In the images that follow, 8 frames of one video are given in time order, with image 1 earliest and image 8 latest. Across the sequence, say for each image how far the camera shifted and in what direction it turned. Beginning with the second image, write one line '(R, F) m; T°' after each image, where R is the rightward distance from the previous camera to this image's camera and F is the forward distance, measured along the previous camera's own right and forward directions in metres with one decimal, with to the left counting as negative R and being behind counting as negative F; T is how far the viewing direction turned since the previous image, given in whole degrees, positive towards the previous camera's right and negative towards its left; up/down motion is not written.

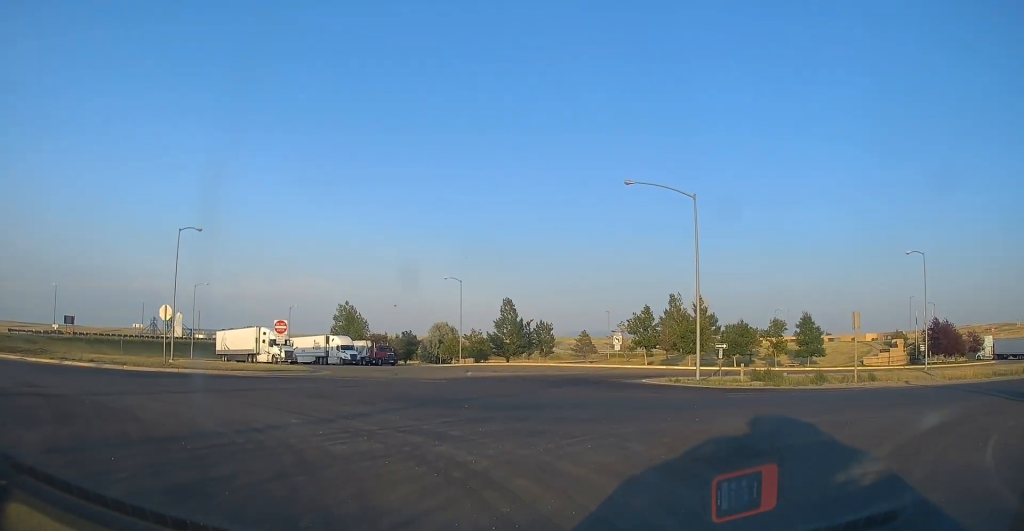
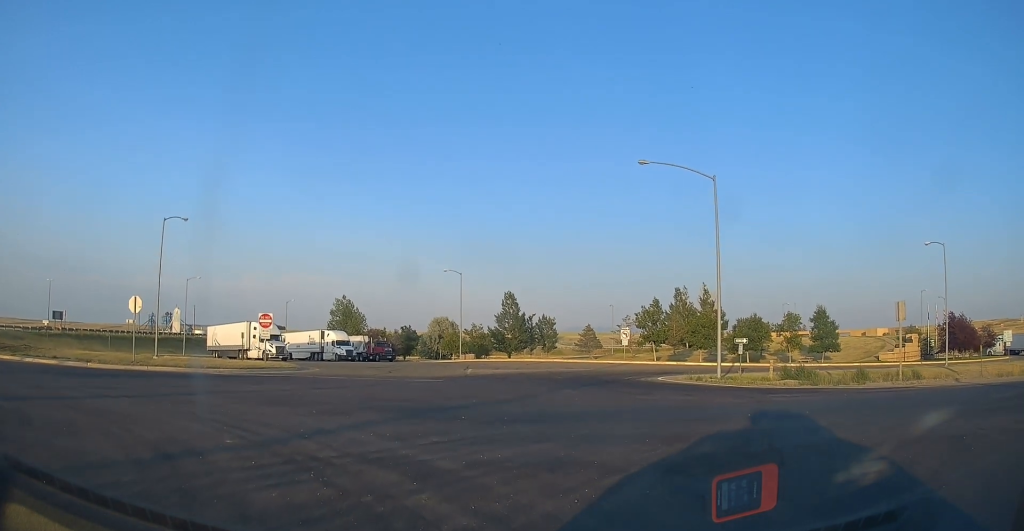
(0.0, +3.5) m; 0°
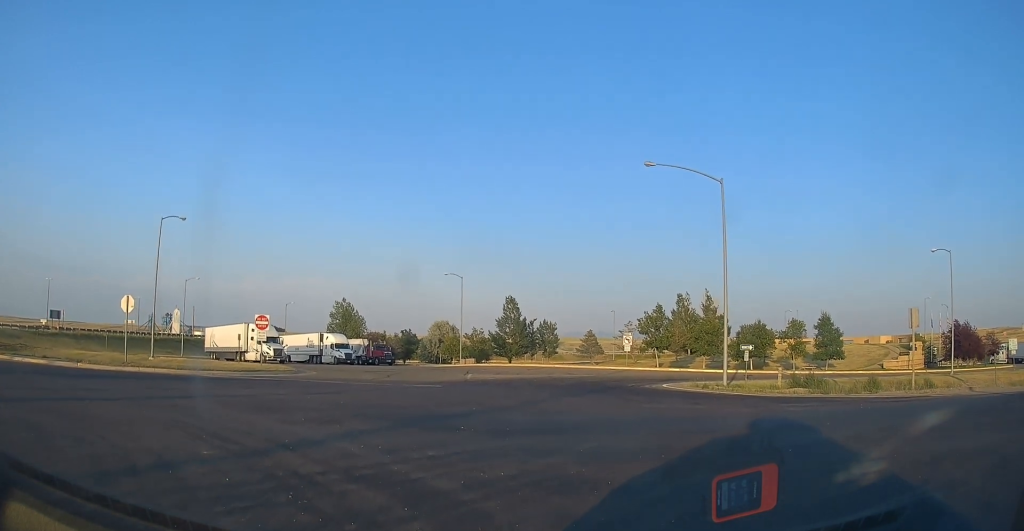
(0.0, +0.9) m; 0°
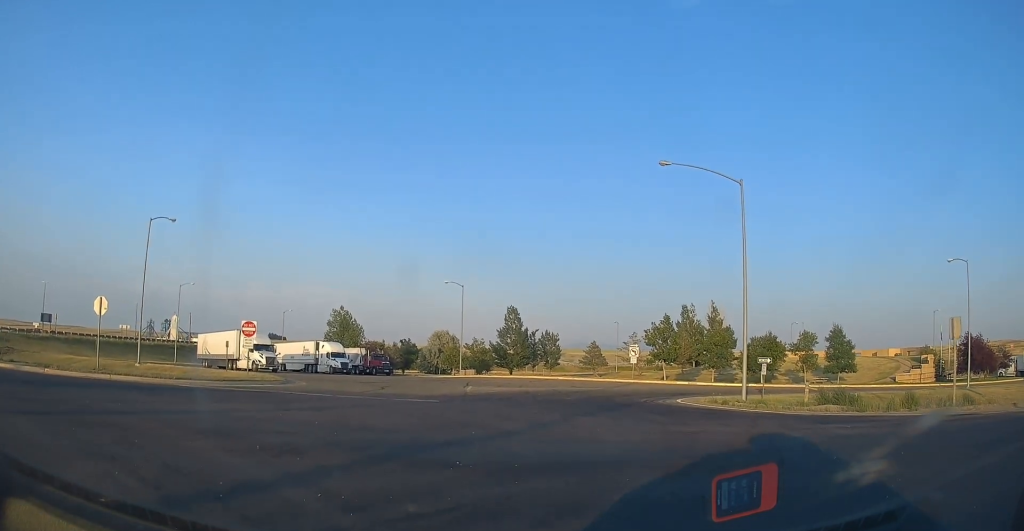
(0.0, +2.3) m; 0°
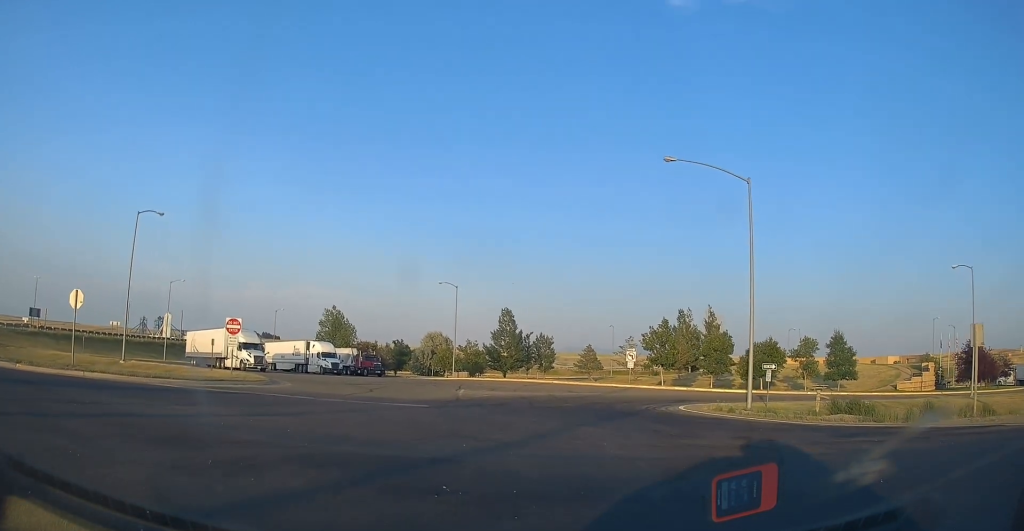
(0.0, +1.4) m; 0°
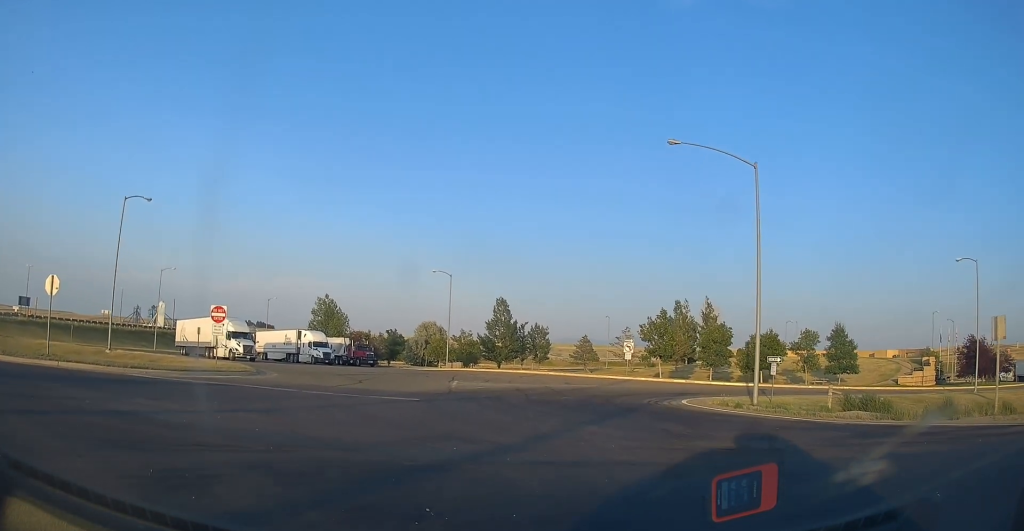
(0.0, +1.3) m; 0°
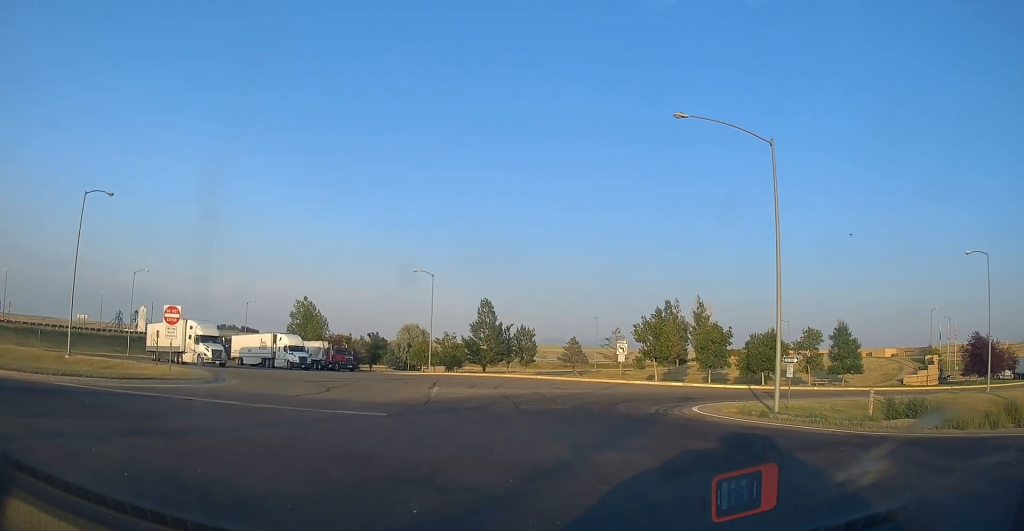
(0.0, +3.5) m; 0°
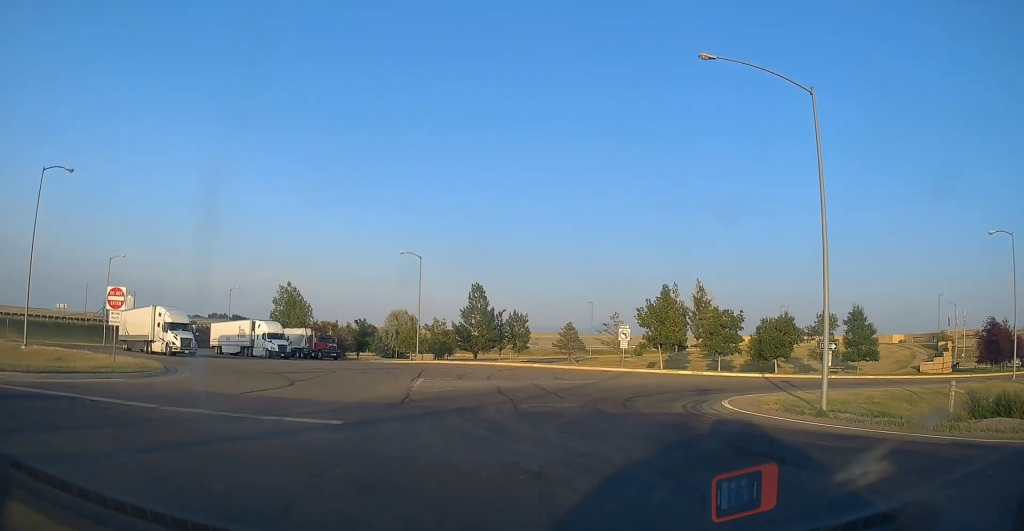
(0.0, +4.2) m; +3°
